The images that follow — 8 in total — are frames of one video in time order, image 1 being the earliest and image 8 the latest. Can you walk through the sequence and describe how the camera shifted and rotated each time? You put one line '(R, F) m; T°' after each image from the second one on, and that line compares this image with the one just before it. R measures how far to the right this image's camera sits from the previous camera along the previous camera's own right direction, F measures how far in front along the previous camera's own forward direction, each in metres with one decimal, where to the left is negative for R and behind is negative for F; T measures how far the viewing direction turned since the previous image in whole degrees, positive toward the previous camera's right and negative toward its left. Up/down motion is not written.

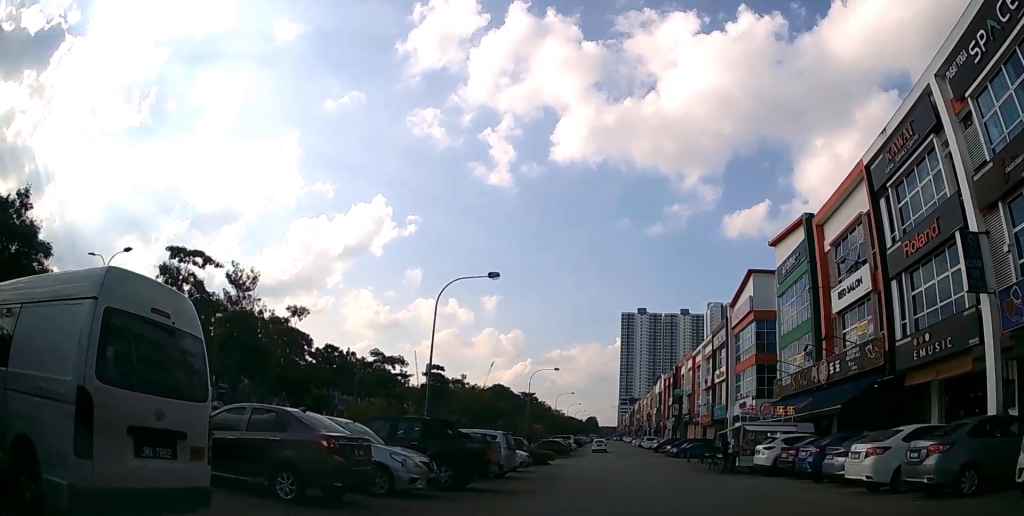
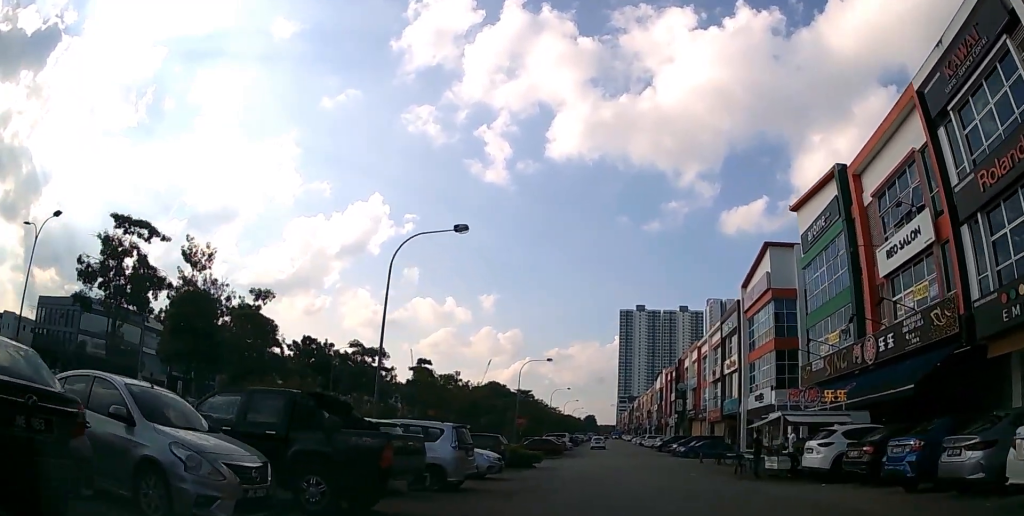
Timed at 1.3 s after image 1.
(-0.1, +6.0) m; -1°
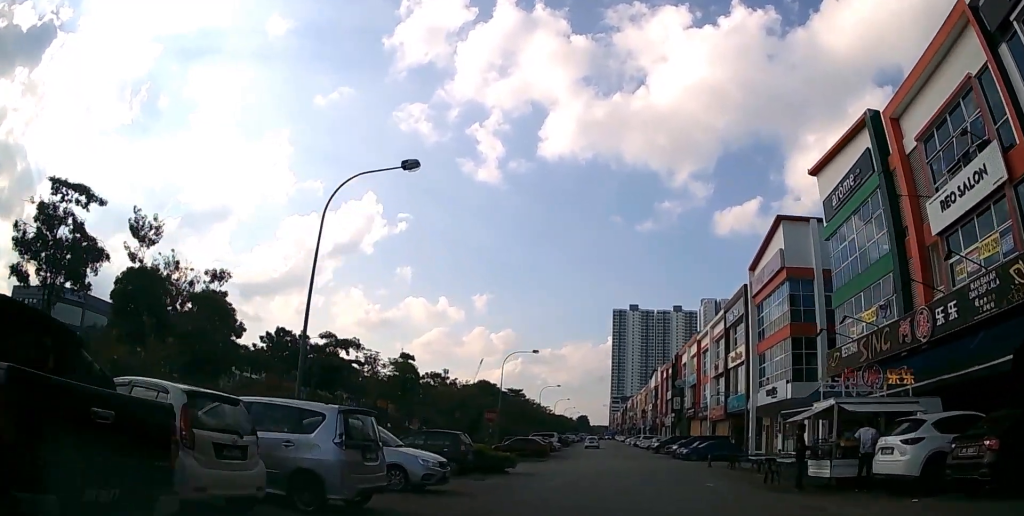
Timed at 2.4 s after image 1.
(0.0, +5.6) m; +1°
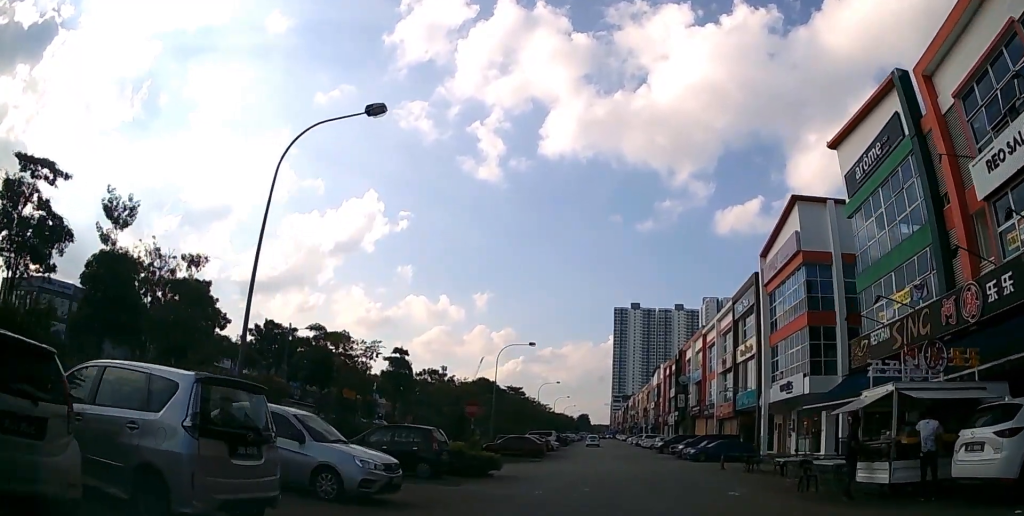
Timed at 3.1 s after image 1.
(0.0, +3.2) m; +1°
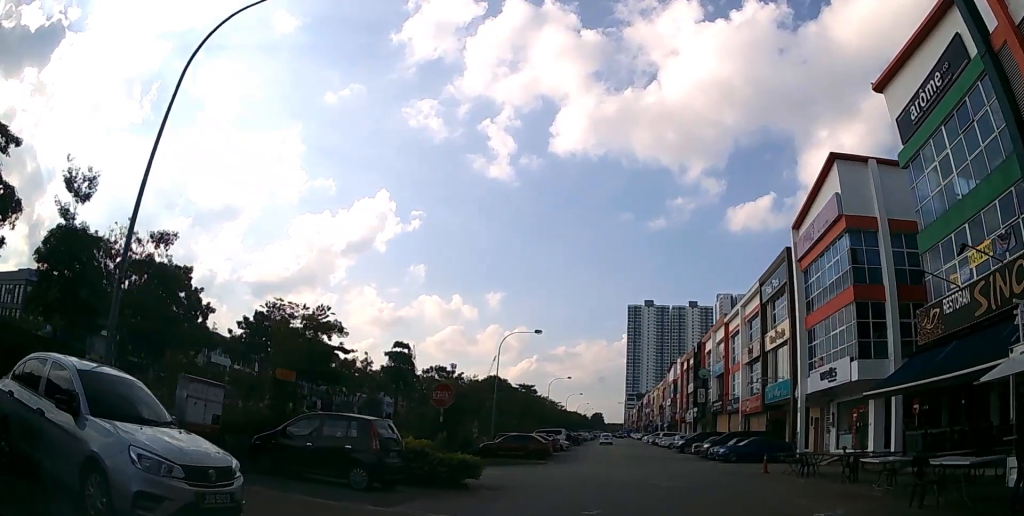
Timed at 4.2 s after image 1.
(0.0, +4.8) m; -1°
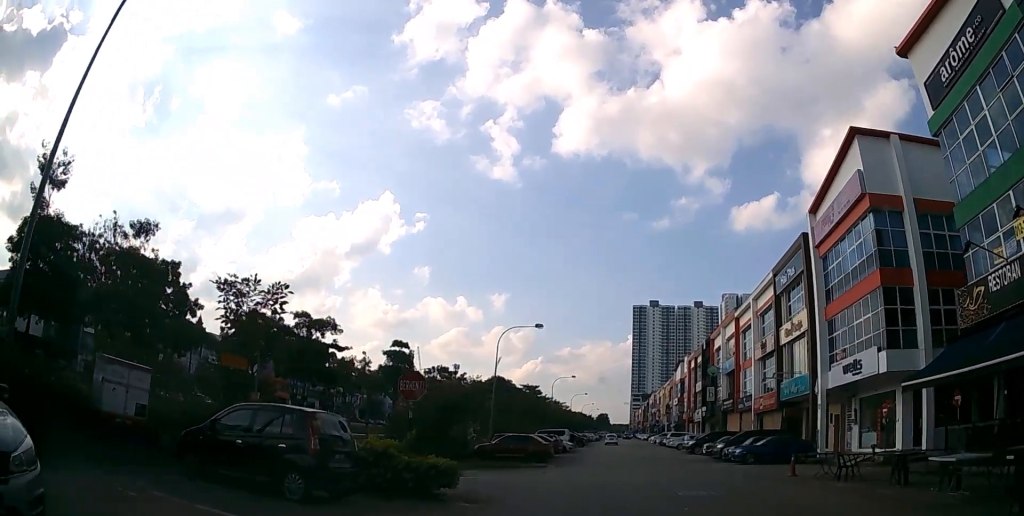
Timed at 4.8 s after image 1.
(0.0, +2.5) m; -1°
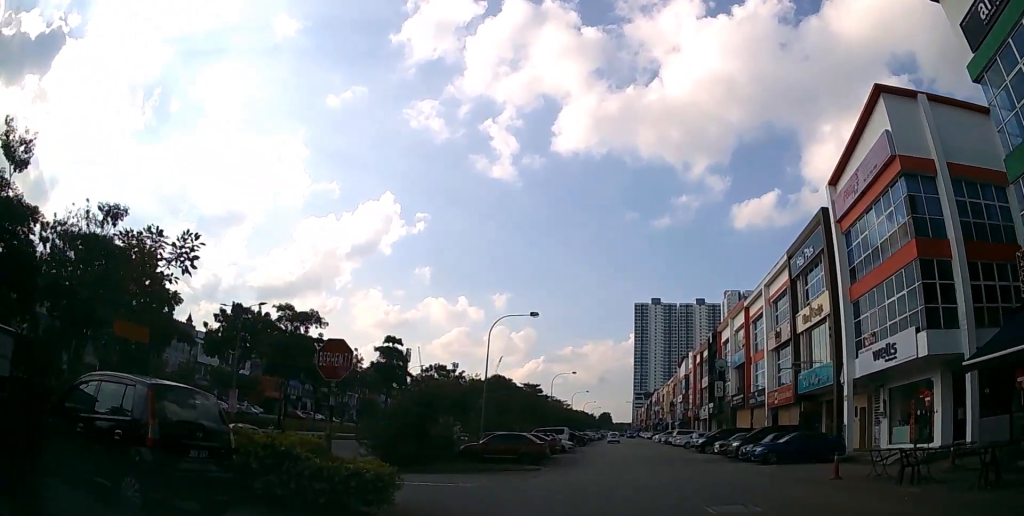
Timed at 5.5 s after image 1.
(0.0, +3.5) m; -1°
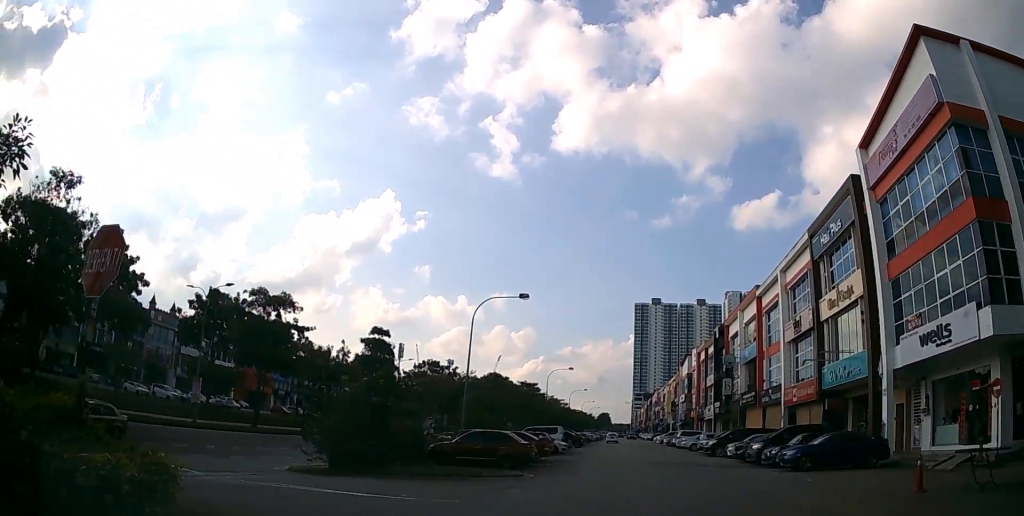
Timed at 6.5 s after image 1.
(0.0, +4.5) m; -1°
